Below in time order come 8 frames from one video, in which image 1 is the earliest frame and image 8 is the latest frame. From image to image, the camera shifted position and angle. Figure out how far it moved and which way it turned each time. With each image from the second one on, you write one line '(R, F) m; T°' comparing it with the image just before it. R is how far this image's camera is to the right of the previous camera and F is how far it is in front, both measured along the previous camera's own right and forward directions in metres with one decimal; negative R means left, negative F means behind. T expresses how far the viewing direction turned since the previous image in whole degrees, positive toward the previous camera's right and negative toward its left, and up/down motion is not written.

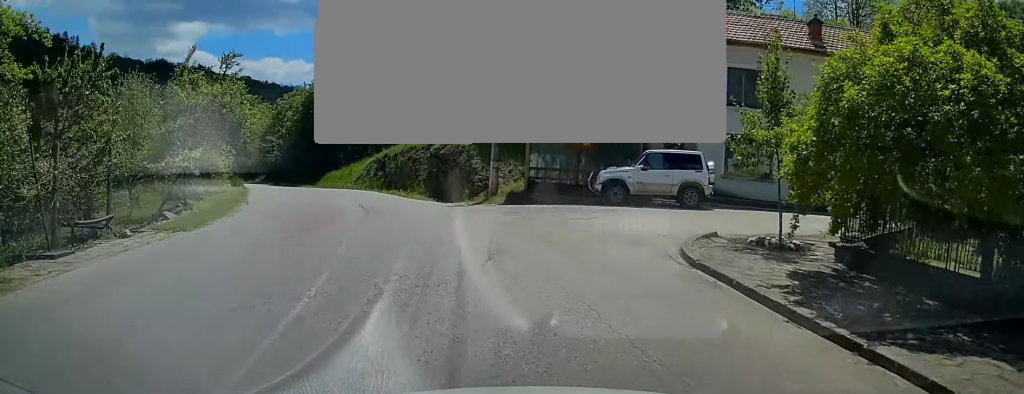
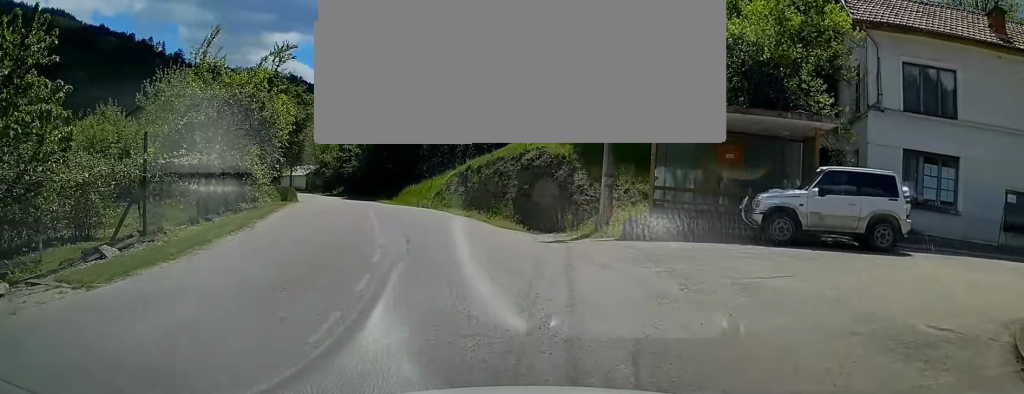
(-0.6, +6.9) m; -8°
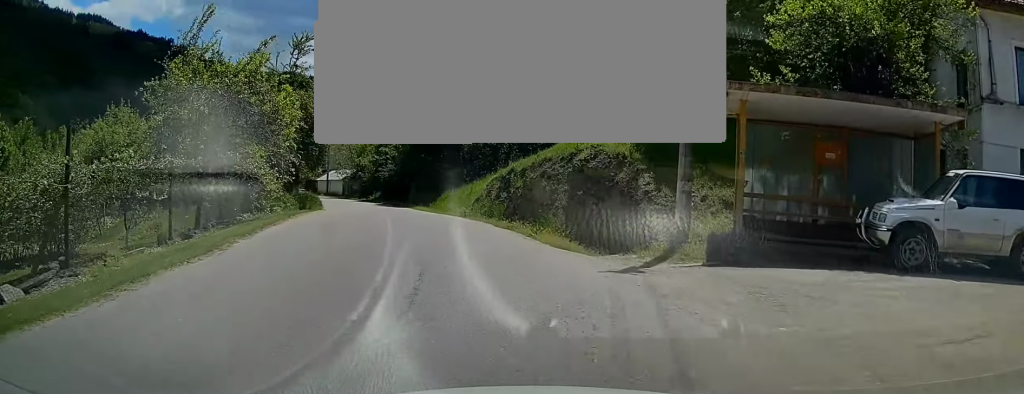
(-0.2, +3.8) m; -3°
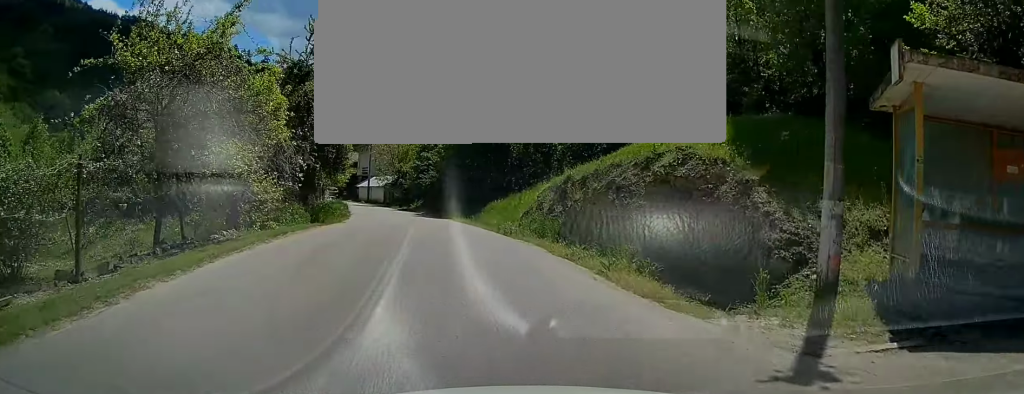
(-0.2, +4.9) m; -3°
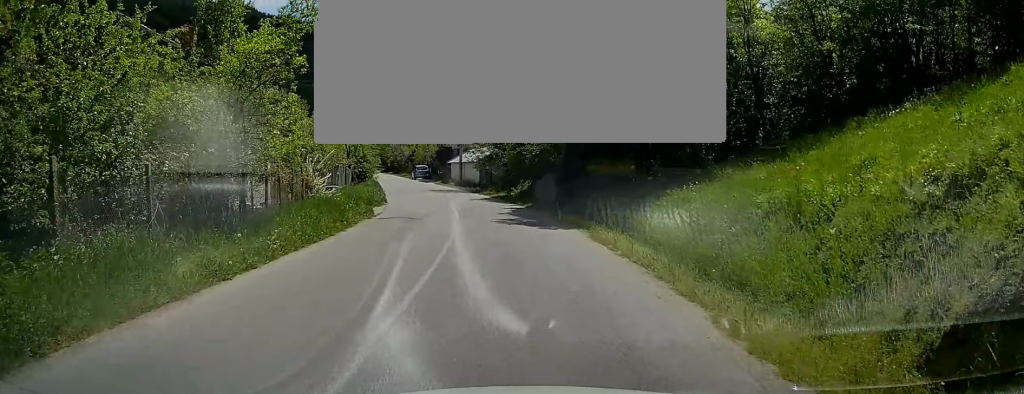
(-1.9, +21.3) m; -8°
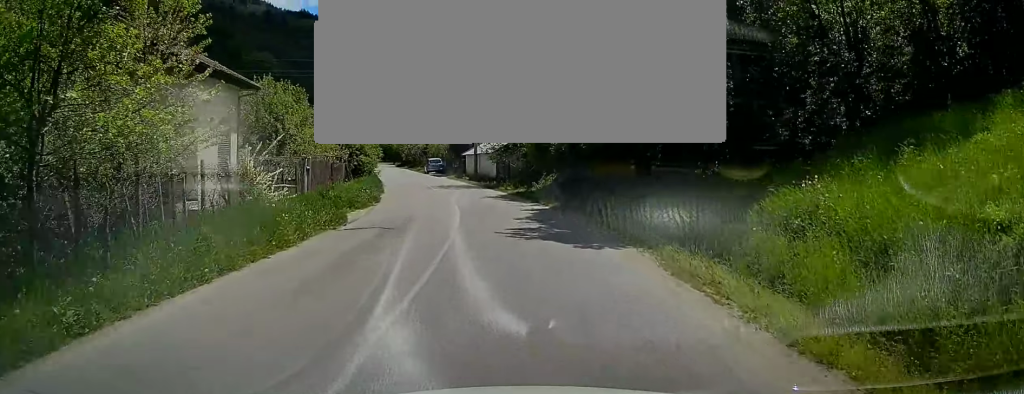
(-0.1, +5.8) m; -1°
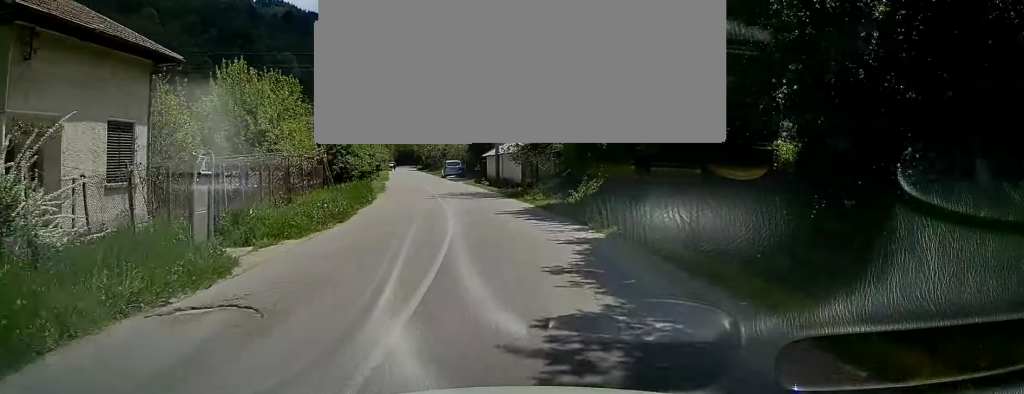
(-0.1, +8.2) m; -2°
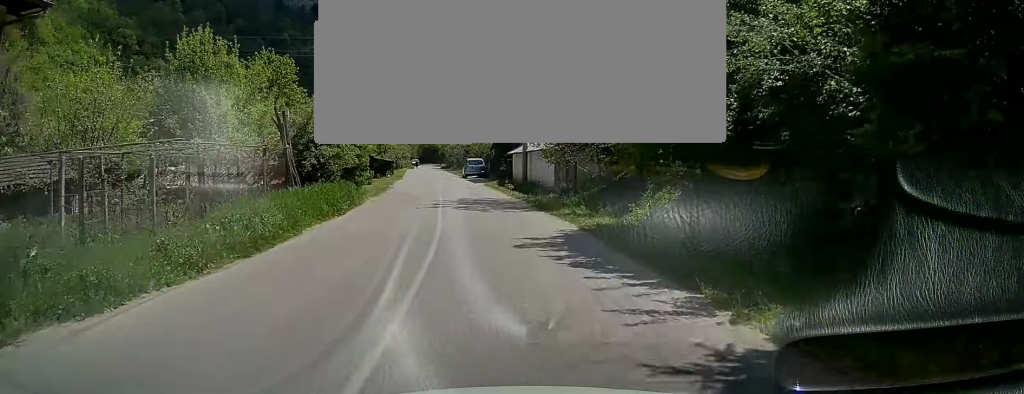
(0.0, +7.4) m; -2°
